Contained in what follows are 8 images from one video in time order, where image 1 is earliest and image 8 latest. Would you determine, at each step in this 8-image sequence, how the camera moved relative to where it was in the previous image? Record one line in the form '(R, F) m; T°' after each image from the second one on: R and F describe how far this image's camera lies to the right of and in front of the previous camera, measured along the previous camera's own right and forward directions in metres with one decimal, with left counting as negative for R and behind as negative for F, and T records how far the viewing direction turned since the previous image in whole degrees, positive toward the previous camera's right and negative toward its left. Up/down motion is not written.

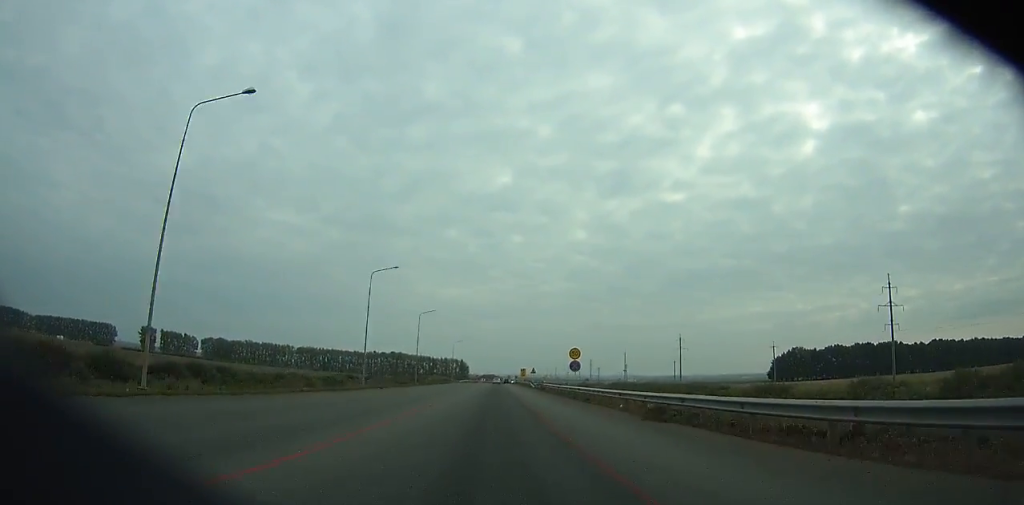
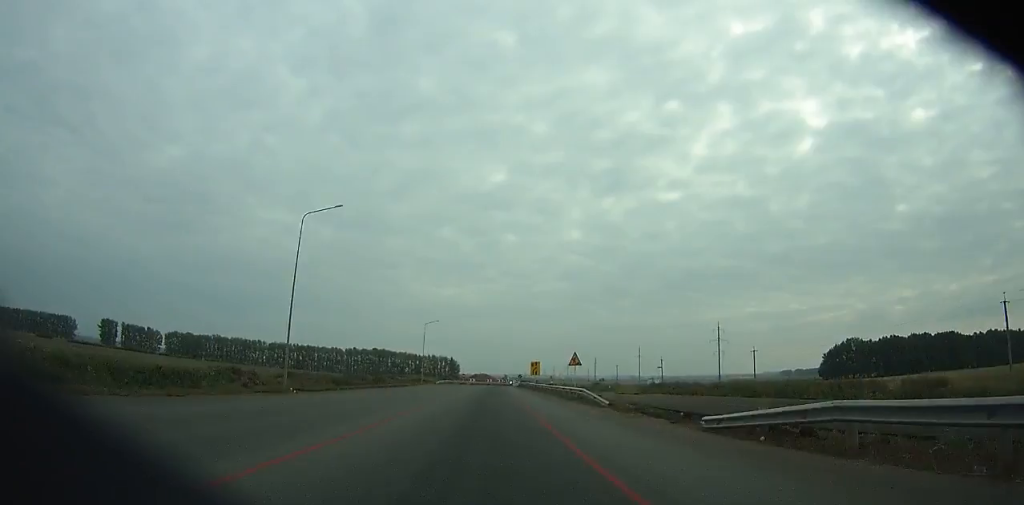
(0.0, +52.4) m; 0°
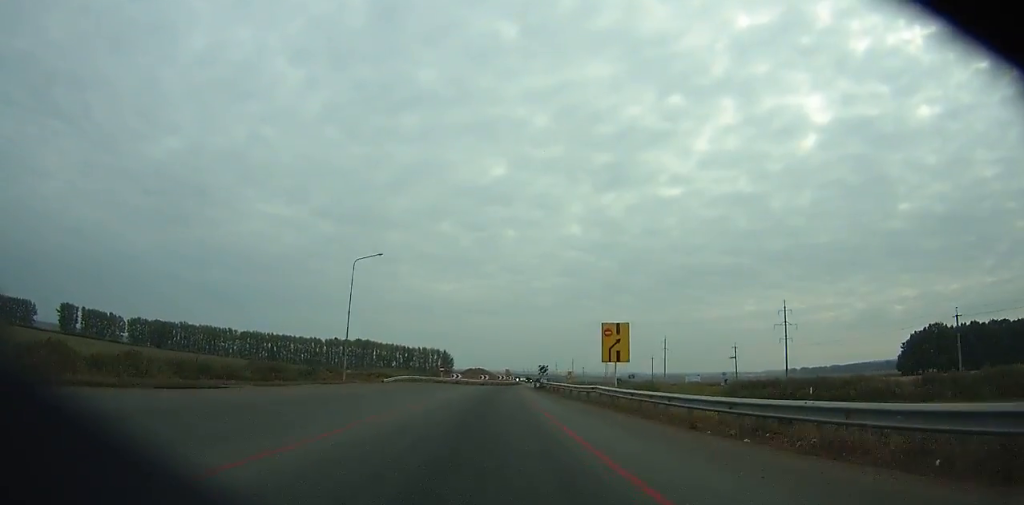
(0.0, +51.8) m; +1°
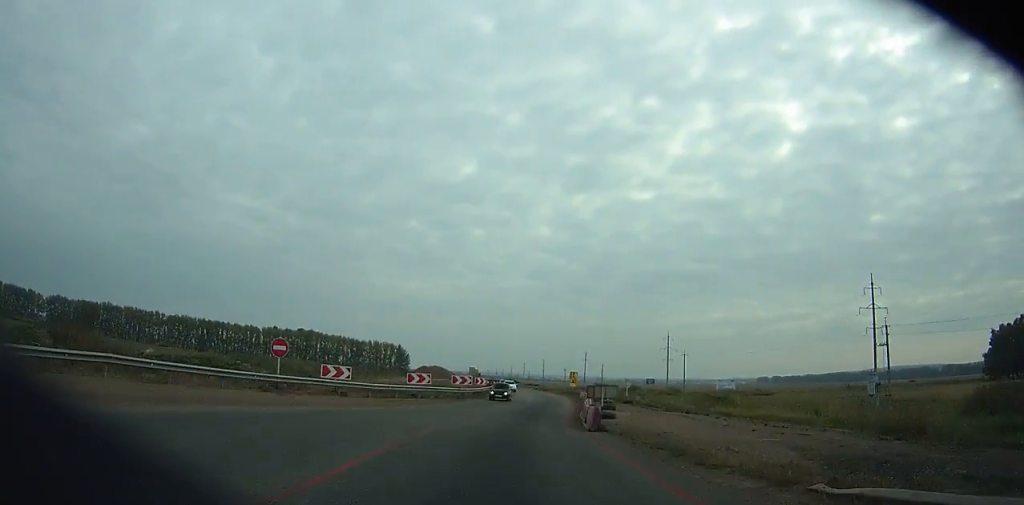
(+0.6, +58.7) m; +3°
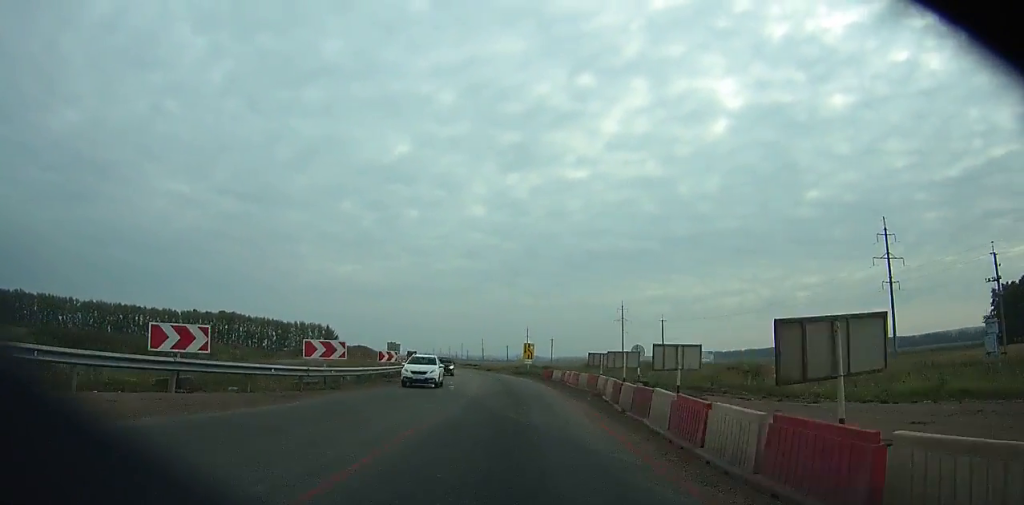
(+0.6, +28.5) m; +2°
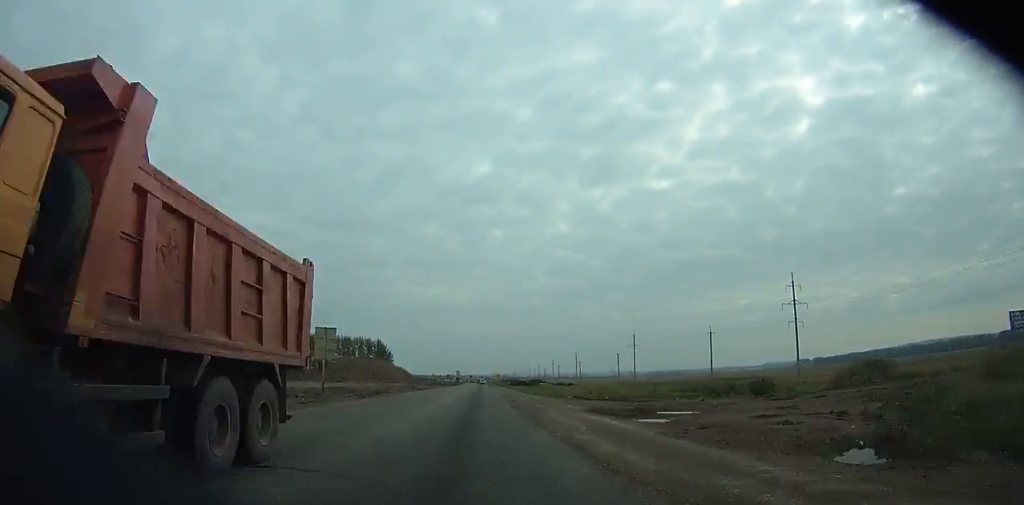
(+2.3, +79.3) m; -1°
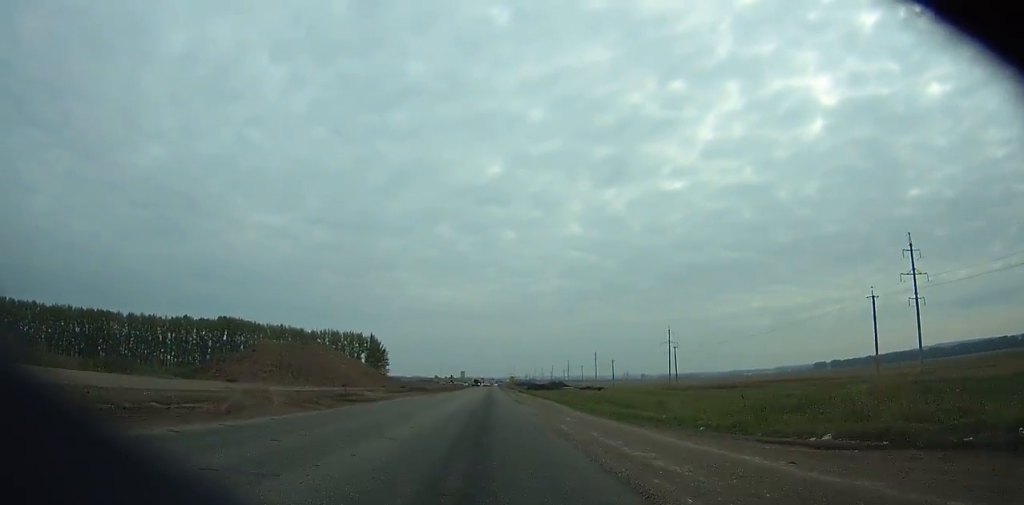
(-1.4, +36.7) m; -3°
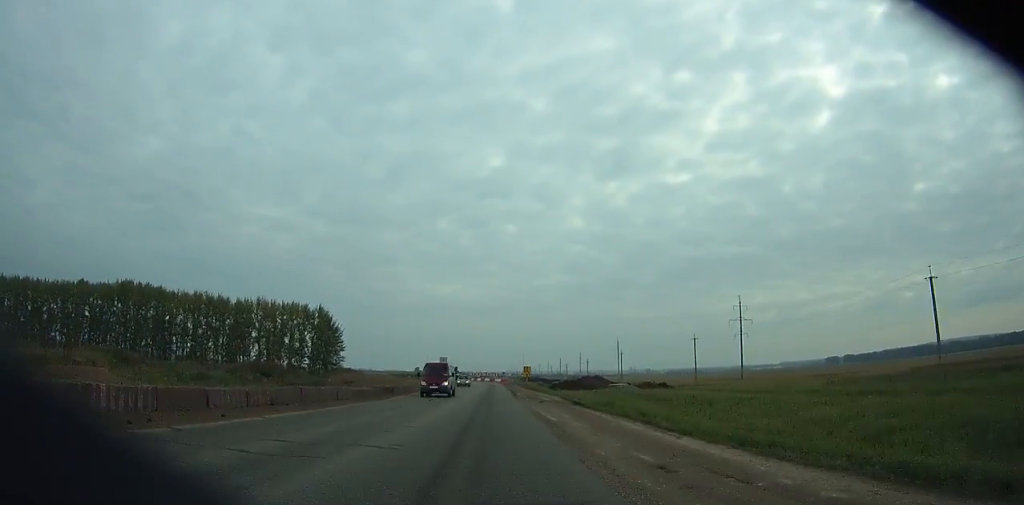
(-1.5, +65.5) m; -1°
